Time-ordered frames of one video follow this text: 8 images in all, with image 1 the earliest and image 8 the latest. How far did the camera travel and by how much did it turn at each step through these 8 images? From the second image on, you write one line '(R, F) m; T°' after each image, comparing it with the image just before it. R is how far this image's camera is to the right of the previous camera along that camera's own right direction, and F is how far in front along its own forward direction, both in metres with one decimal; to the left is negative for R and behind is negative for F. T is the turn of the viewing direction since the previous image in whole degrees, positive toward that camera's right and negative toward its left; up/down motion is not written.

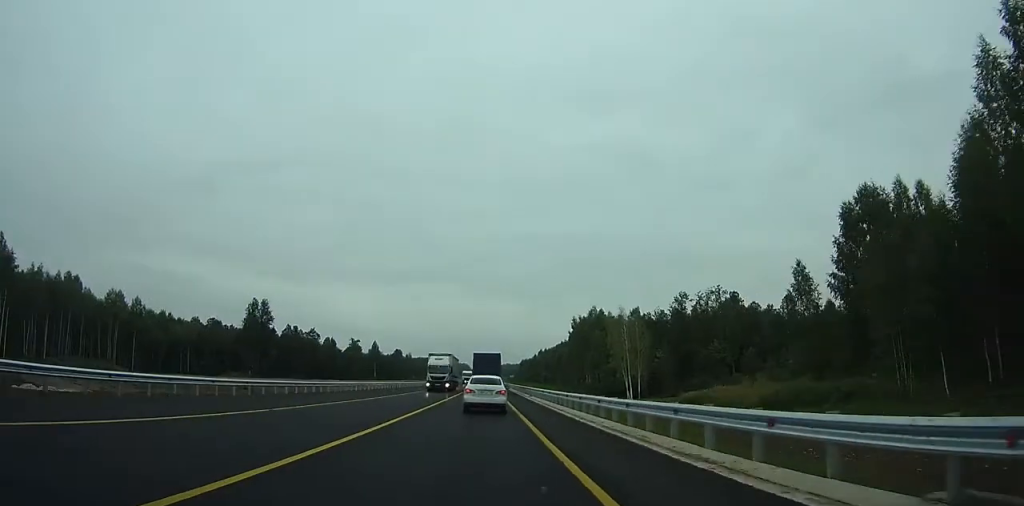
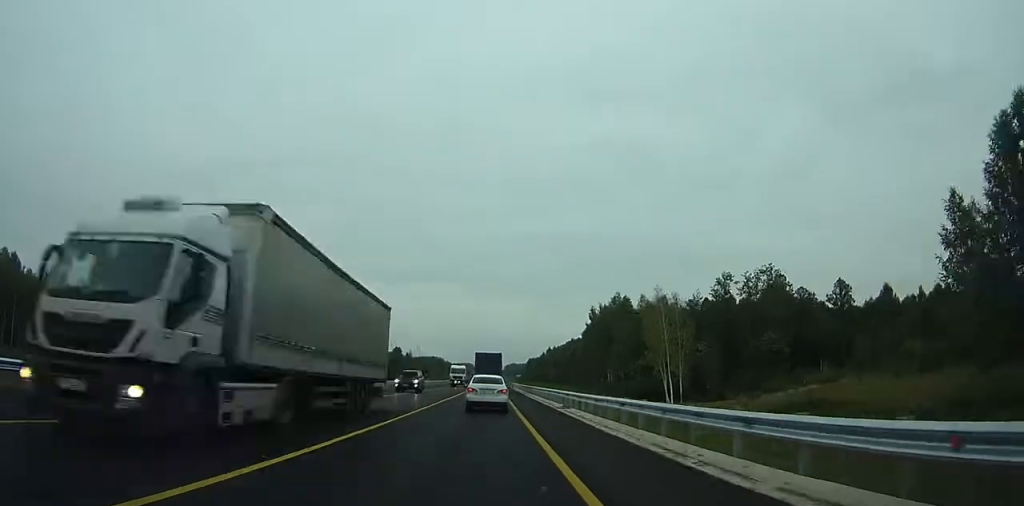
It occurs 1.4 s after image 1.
(0.0, +23.6) m; 0°
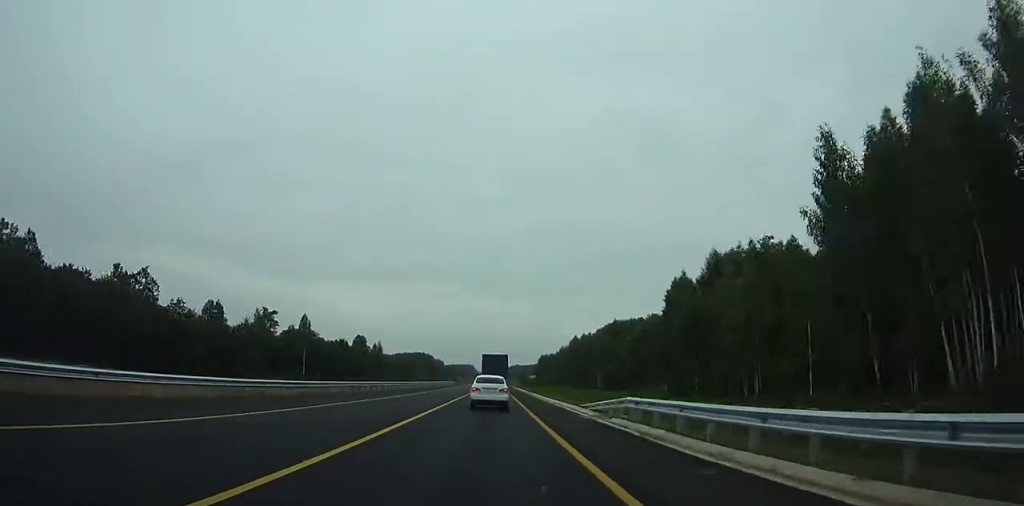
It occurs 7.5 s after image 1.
(-0.8, +106.2) m; -1°
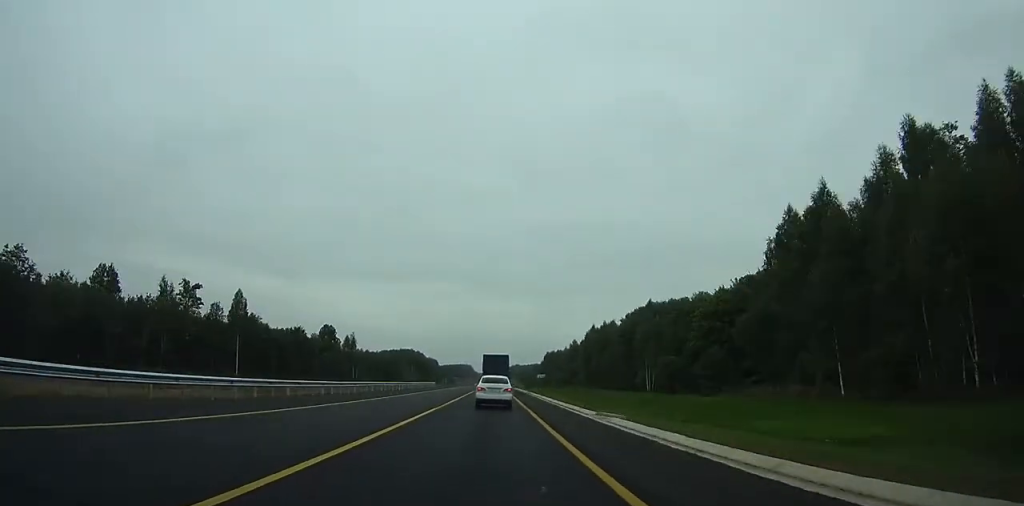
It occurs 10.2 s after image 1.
(0.0, +48.7) m; 0°
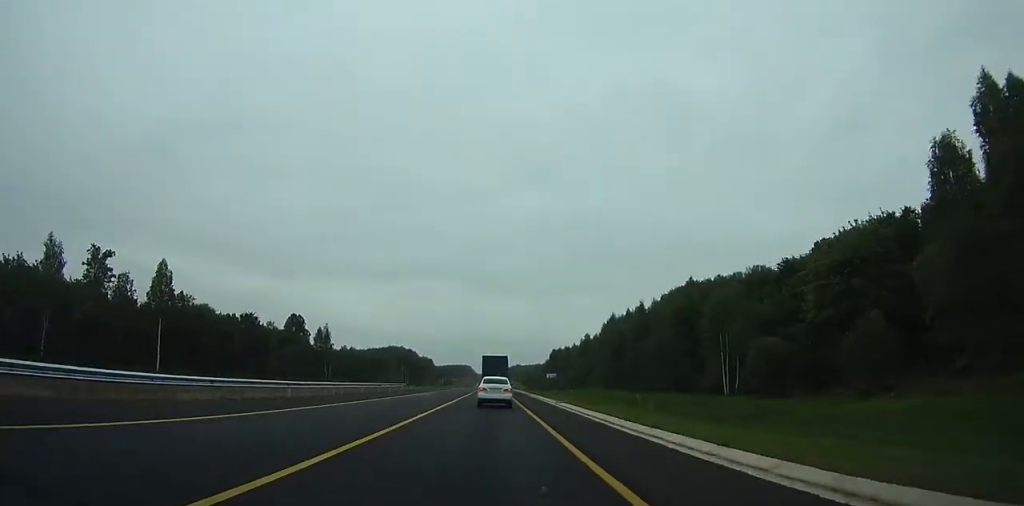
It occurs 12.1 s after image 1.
(+0.1, +34.7) m; 0°
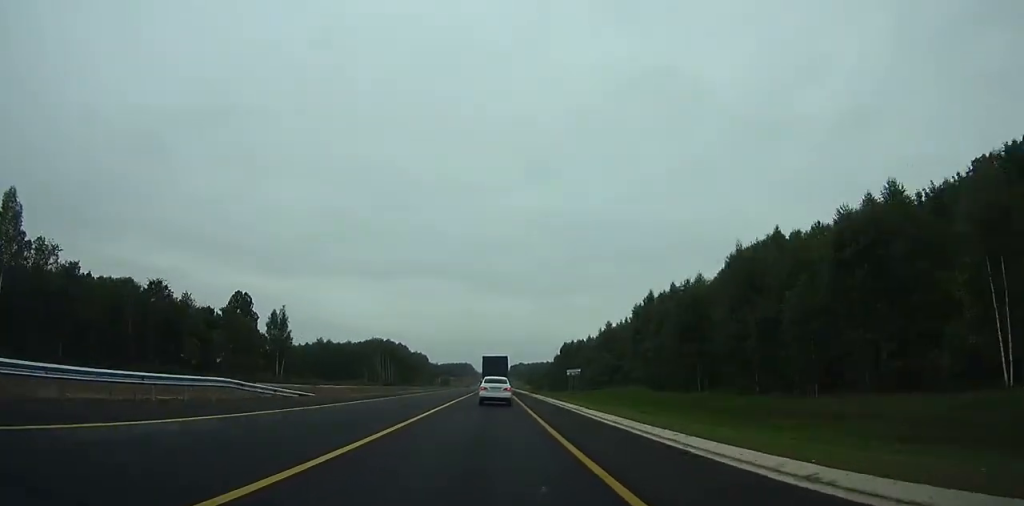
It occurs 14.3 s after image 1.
(-0.1, +40.7) m; 0°
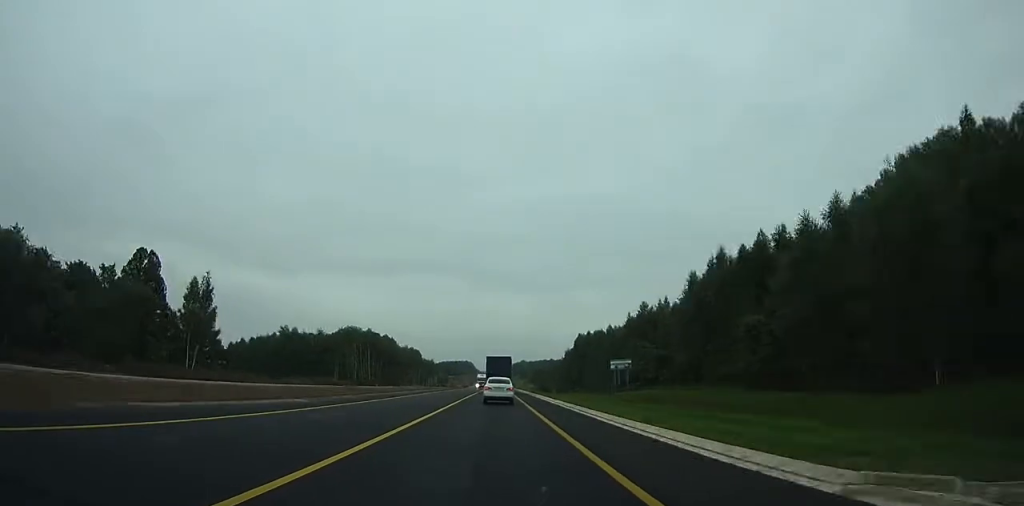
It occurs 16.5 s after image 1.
(-0.1, +41.1) m; 0°
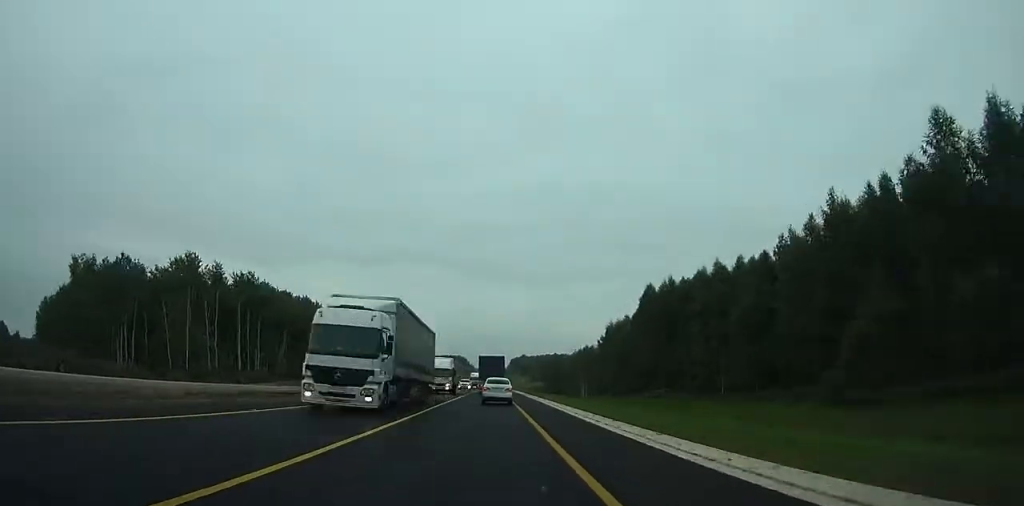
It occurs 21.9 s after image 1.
(+0.3, +102.7) m; 0°
